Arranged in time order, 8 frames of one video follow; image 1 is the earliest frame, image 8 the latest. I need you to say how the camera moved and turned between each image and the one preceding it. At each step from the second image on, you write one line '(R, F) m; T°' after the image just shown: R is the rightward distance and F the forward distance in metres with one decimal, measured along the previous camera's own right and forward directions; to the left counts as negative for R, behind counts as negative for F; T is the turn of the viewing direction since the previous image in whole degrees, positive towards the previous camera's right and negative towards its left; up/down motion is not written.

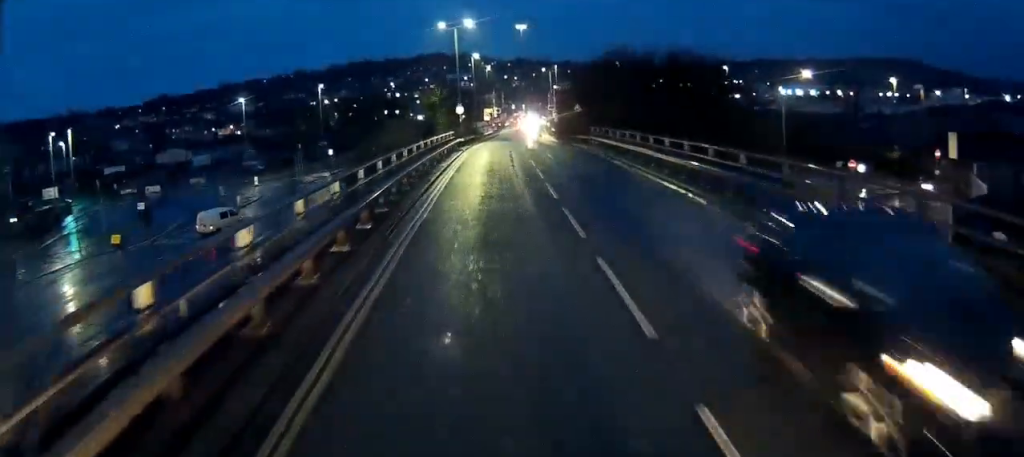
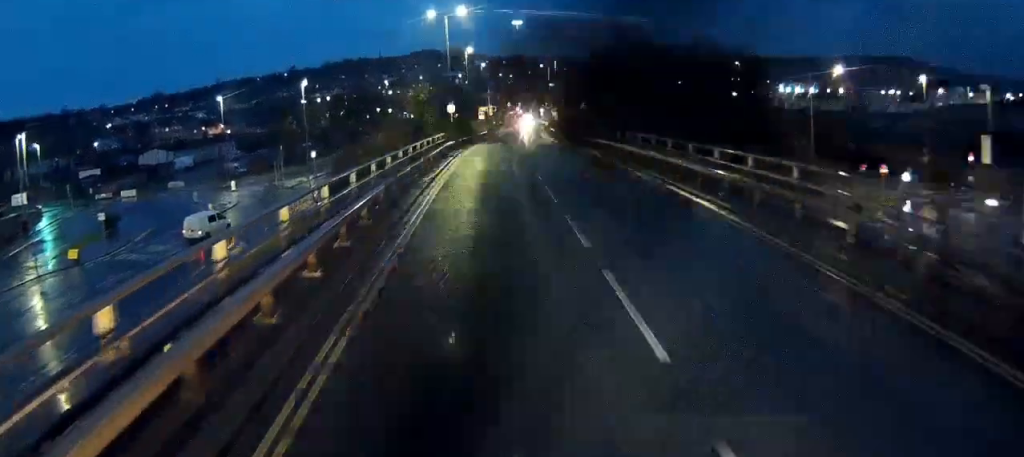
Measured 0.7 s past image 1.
(0.0, +6.6) m; 0°
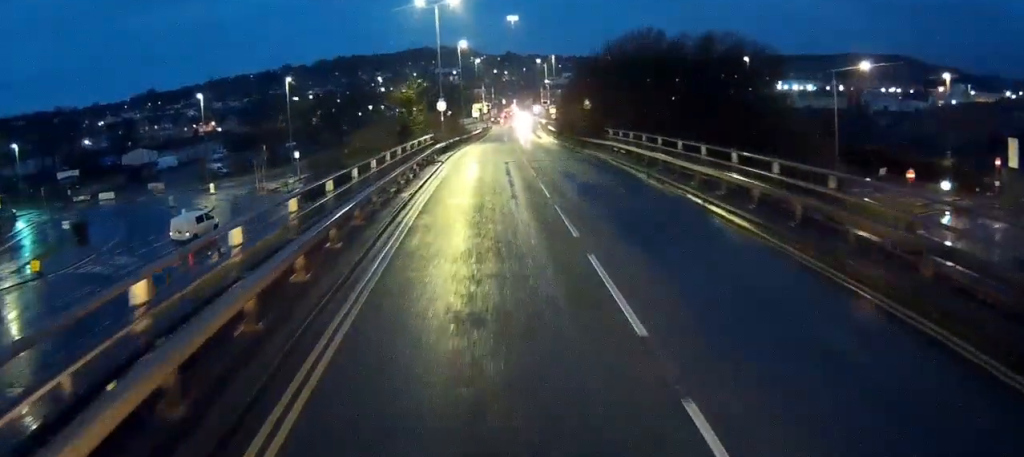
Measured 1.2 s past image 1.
(0.0, +5.1) m; 0°
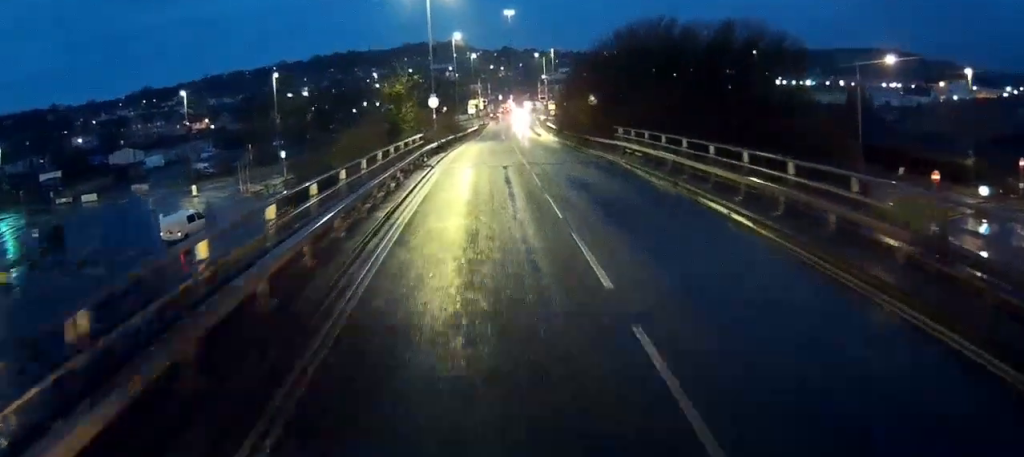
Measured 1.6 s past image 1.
(0.0, +4.1) m; 0°
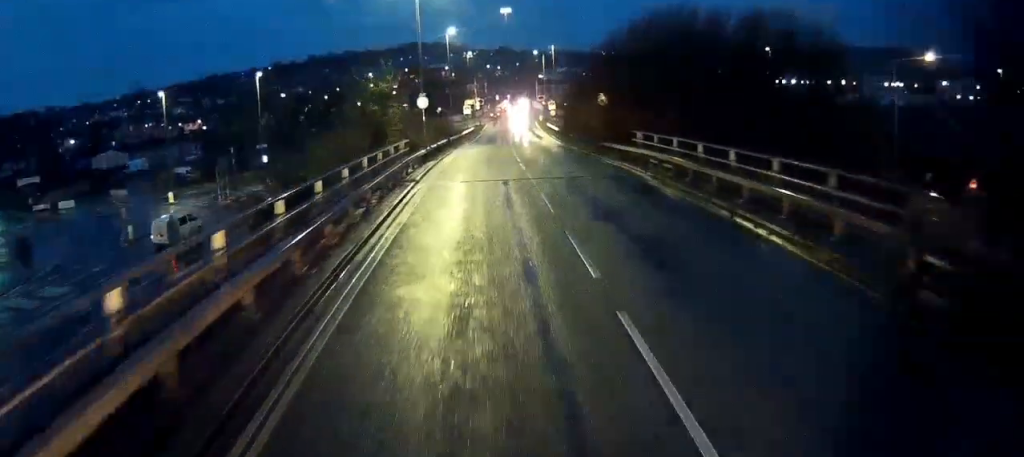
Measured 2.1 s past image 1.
(0.0, +5.2) m; 0°
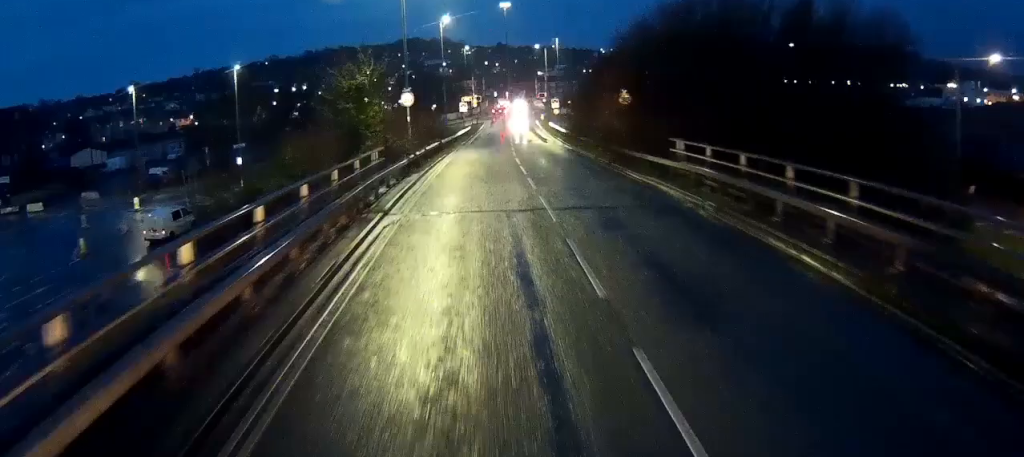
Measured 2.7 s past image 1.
(0.0, +7.0) m; 0°
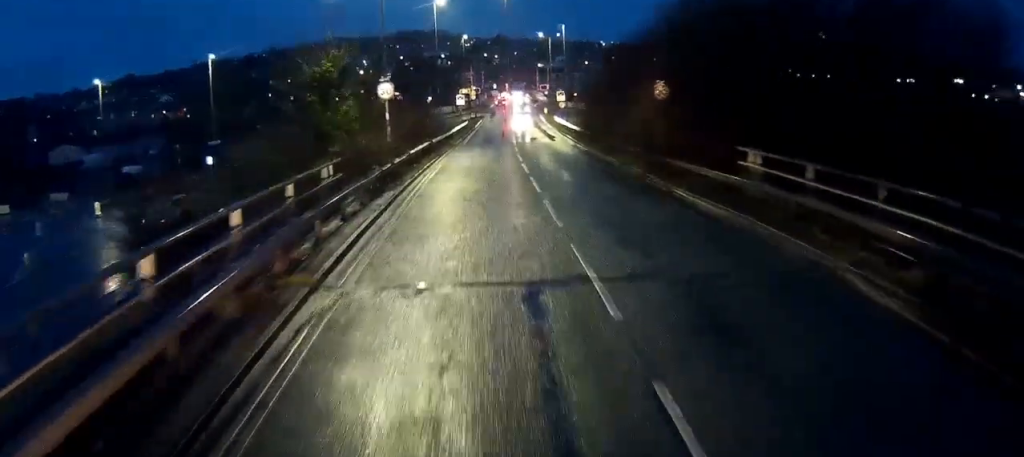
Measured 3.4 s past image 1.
(0.0, +7.1) m; 0°
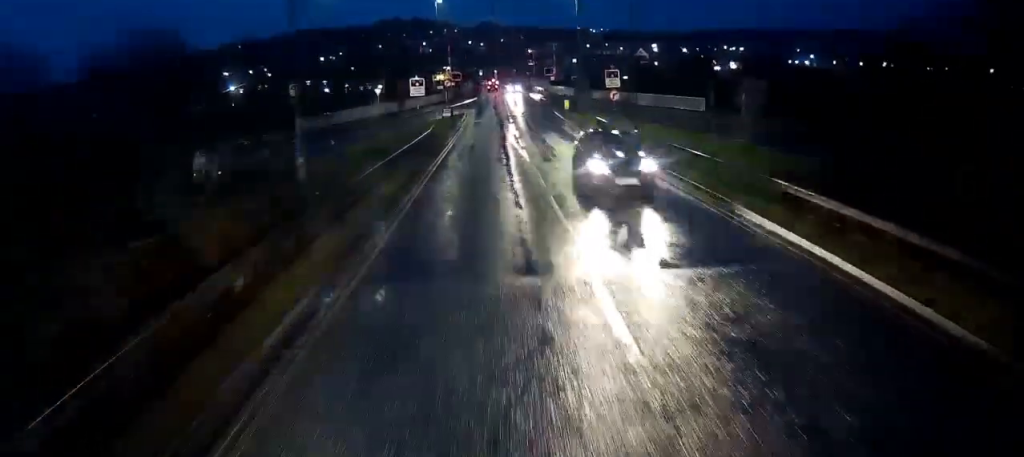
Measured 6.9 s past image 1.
(+0.9, +37.8) m; +2°
